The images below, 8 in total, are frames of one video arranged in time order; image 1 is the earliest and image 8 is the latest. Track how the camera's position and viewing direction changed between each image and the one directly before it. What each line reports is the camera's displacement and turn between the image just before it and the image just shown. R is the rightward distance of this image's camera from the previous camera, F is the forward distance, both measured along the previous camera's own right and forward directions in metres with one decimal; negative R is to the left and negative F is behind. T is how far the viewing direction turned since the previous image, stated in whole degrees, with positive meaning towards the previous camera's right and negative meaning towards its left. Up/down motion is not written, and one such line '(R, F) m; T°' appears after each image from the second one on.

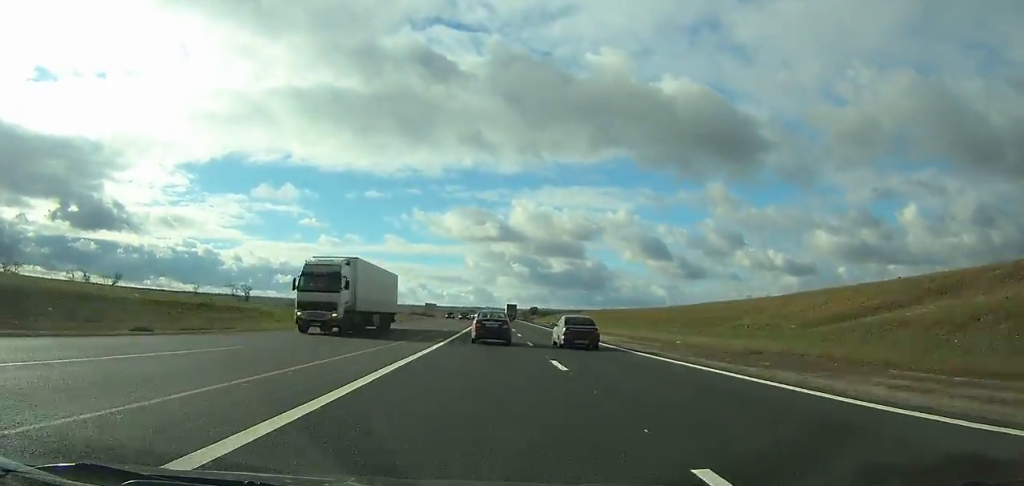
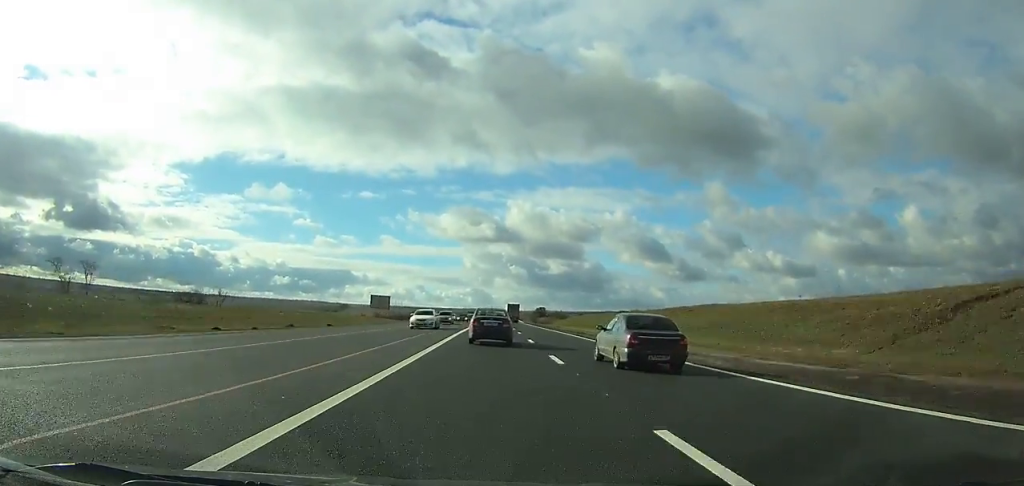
(-0.2, +69.4) m; 0°
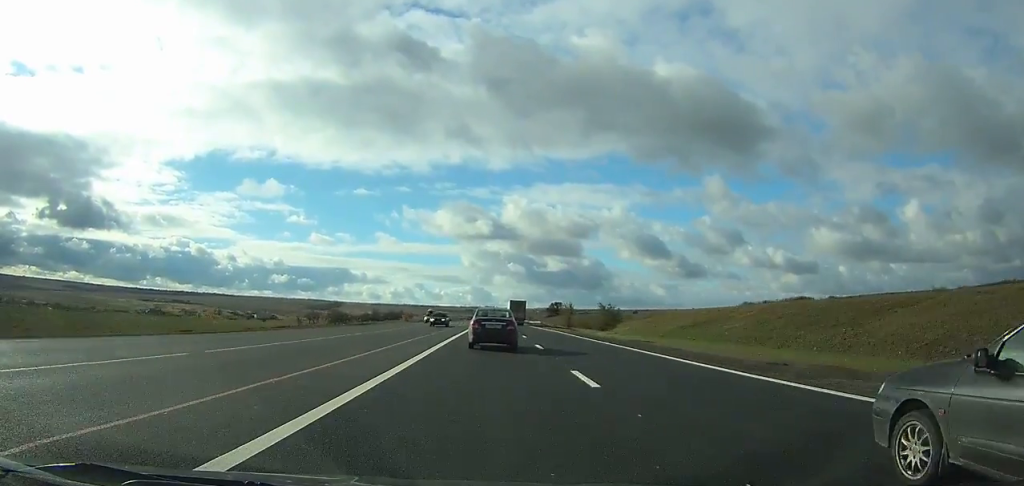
(+0.1, +87.8) m; 0°
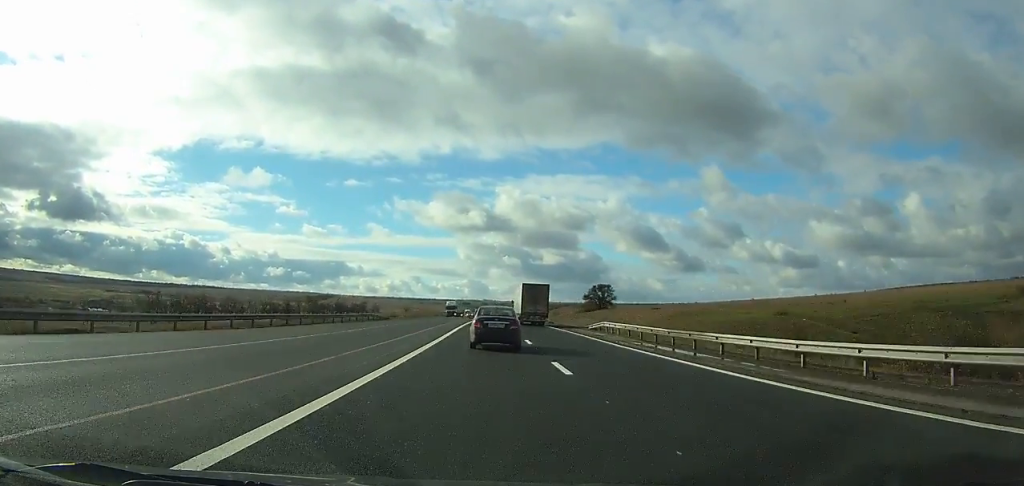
(+0.2, +117.9) m; 0°
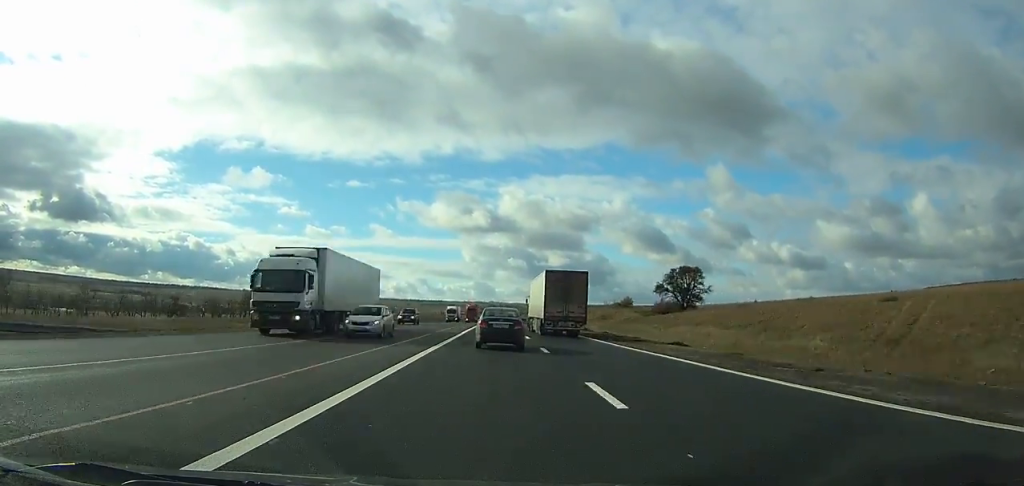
(-0.1, +65.0) m; 0°
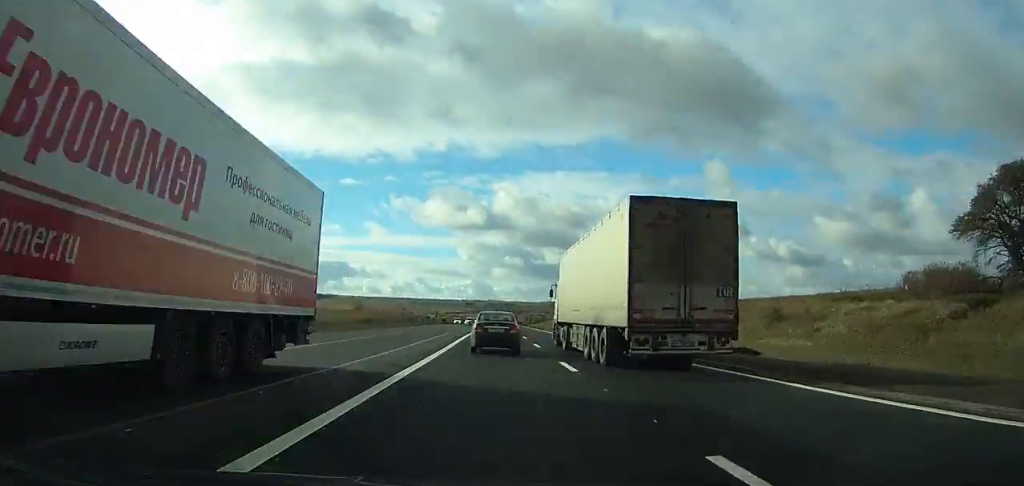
(-0.2, +65.1) m; 0°
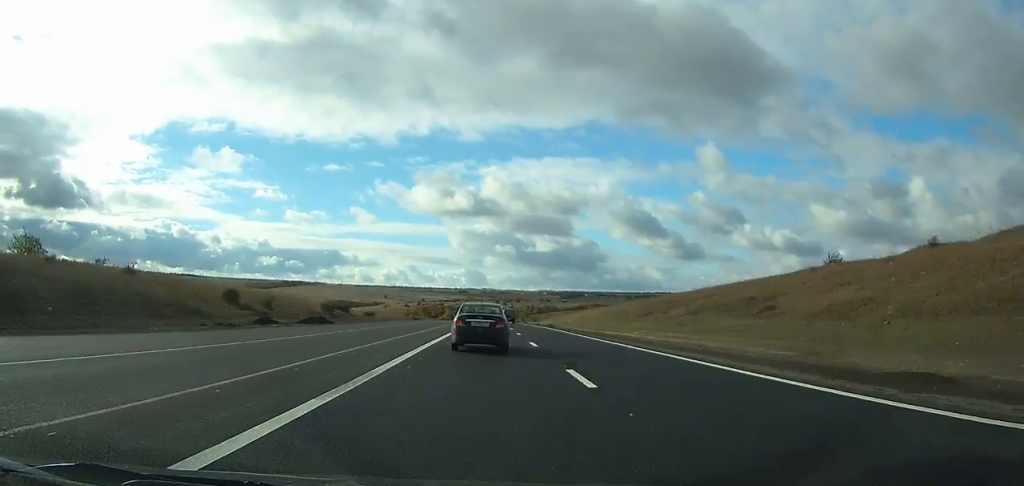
(+0.4, +145.5) m; 0°
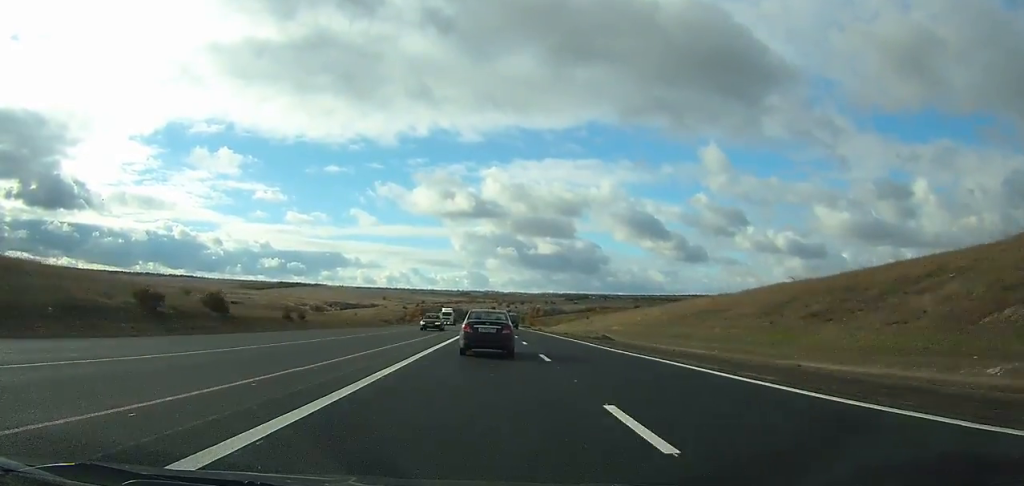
(+0.1, +41.0) m; 0°
